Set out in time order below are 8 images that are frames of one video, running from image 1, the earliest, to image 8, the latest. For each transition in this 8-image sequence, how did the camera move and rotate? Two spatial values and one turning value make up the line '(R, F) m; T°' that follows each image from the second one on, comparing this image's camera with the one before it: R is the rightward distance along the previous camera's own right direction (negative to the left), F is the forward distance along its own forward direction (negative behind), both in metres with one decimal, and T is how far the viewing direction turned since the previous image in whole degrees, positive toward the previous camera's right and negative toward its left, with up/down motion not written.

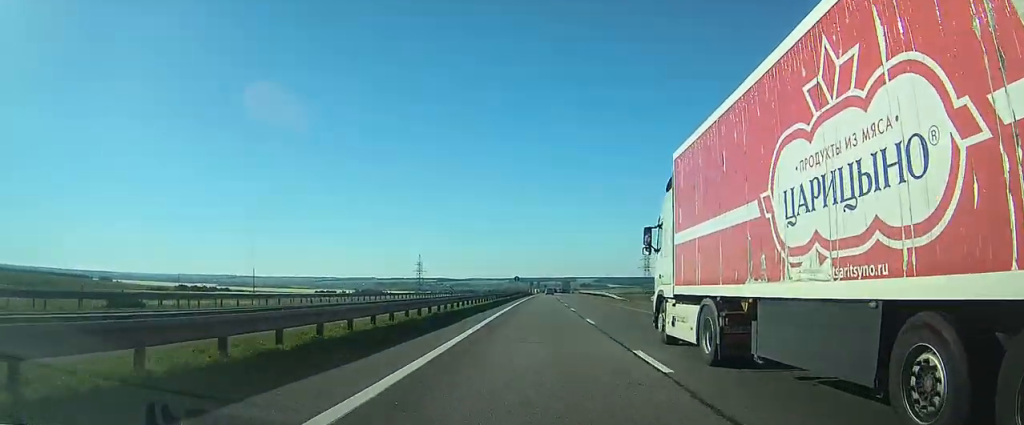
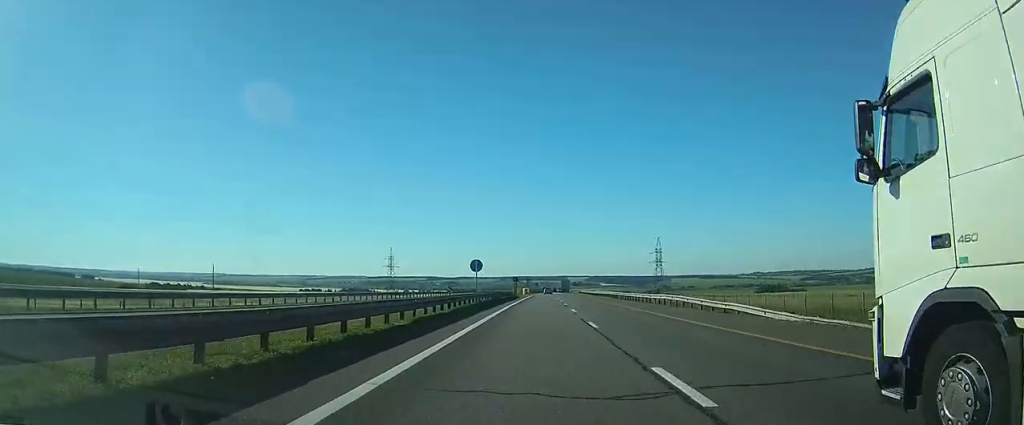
(+0.1, +50.5) m; 0°
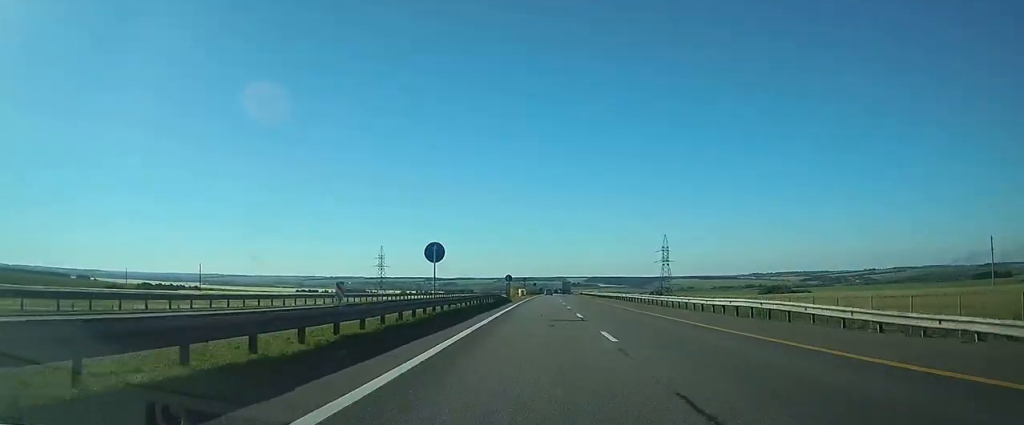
(0.0, +16.1) m; 0°
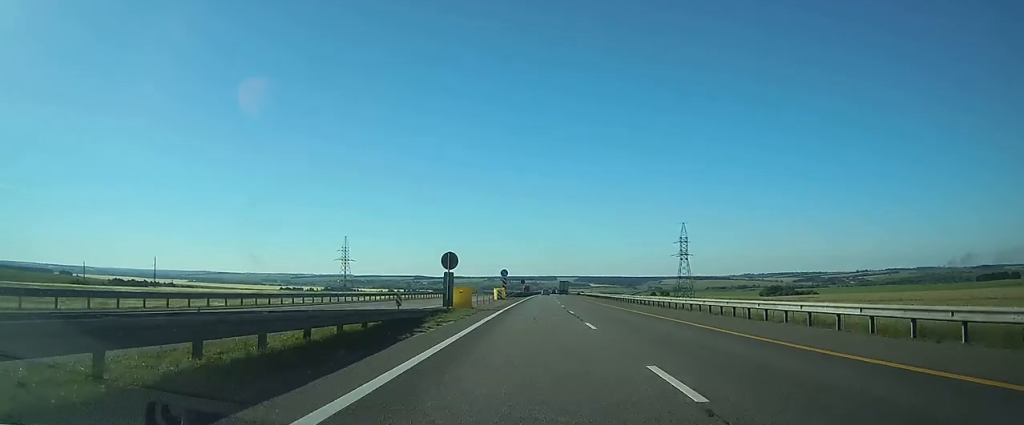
(+0.4, +43.3) m; +1°
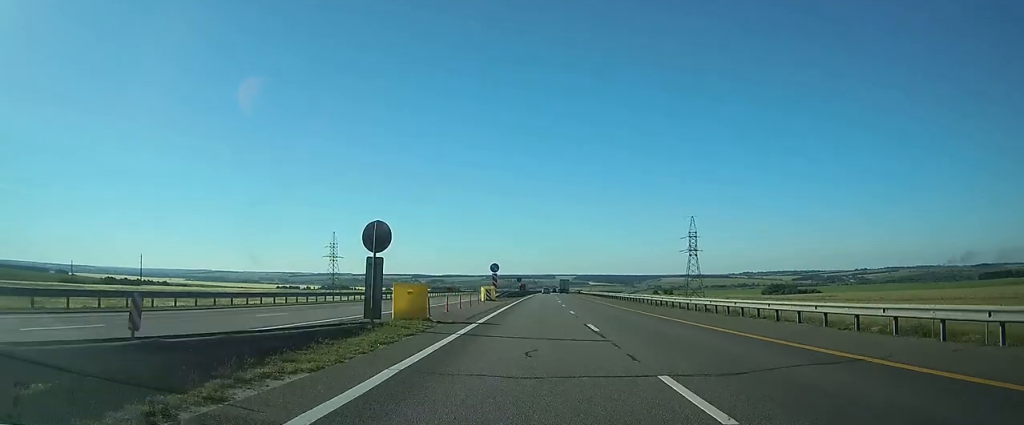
(+0.1, +13.1) m; 0°
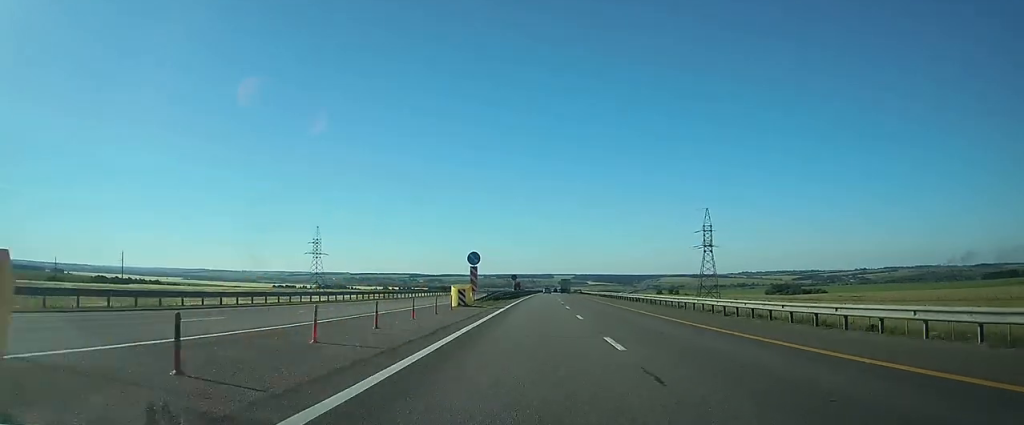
(+0.1, +17.2) m; 0°
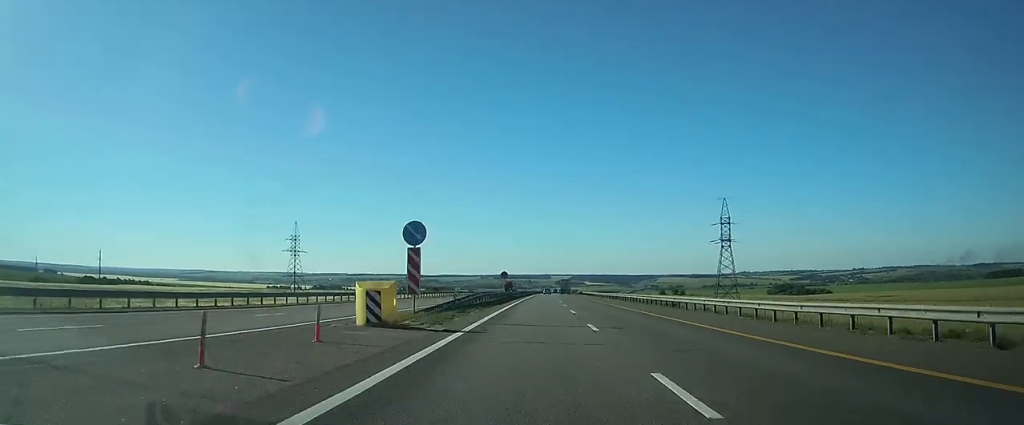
(0.0, +18.3) m; 0°
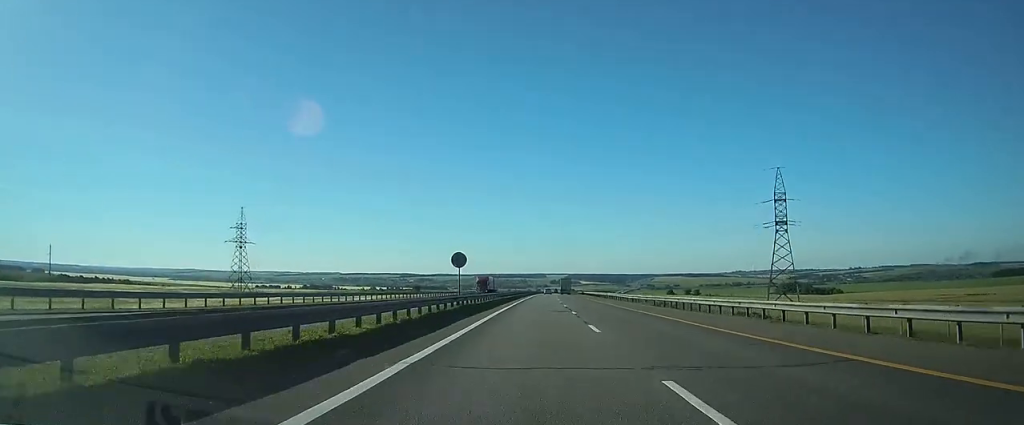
(+0.1, +36.7) m; 0°
